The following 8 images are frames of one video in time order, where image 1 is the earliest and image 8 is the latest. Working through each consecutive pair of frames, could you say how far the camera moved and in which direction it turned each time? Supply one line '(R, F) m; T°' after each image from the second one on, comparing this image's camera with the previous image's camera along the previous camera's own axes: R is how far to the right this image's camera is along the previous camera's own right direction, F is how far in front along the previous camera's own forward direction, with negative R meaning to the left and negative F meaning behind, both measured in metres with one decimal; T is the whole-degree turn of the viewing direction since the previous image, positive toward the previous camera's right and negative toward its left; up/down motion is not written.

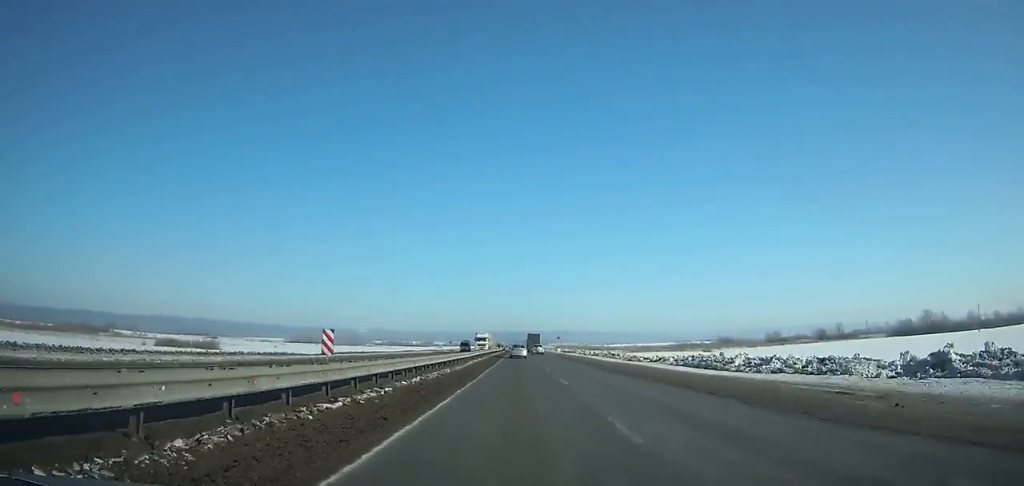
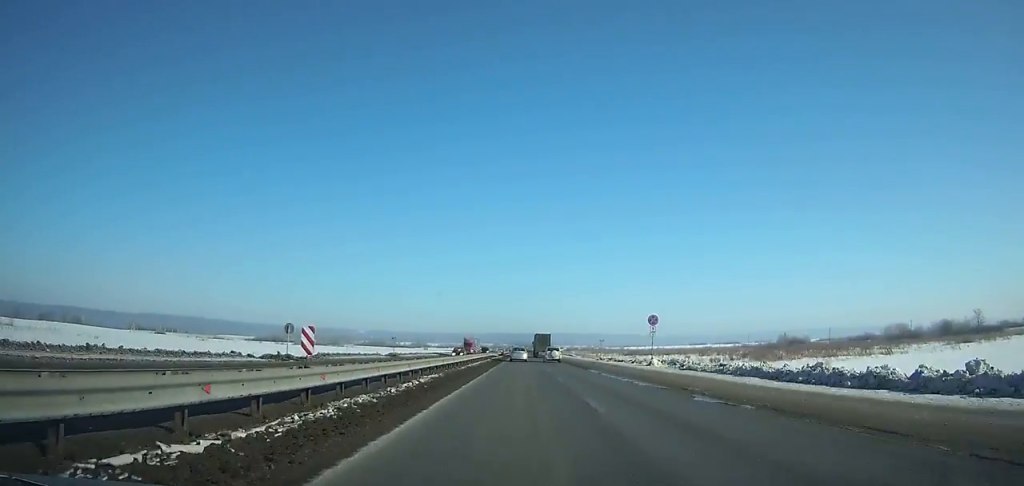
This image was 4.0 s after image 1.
(-0.1, +116.5) m; 0°
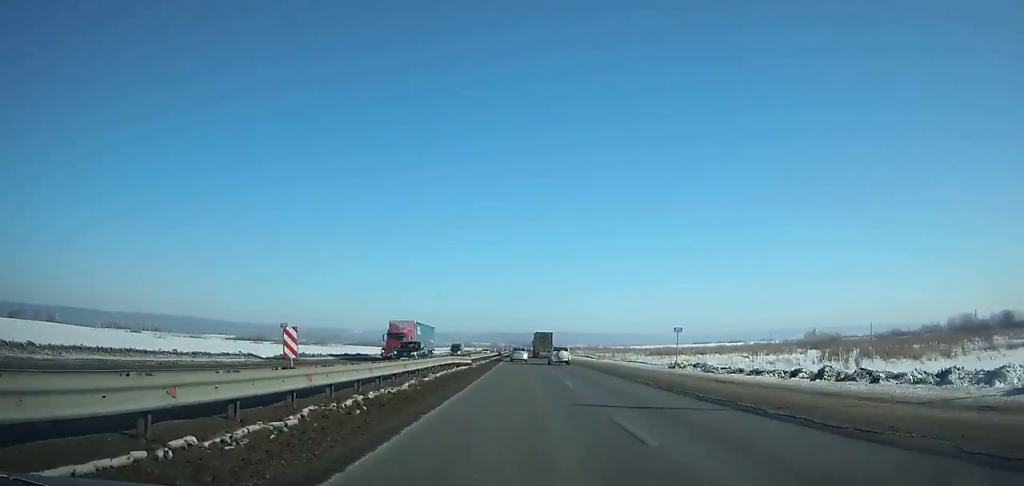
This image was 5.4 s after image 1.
(0.0, +40.8) m; 0°
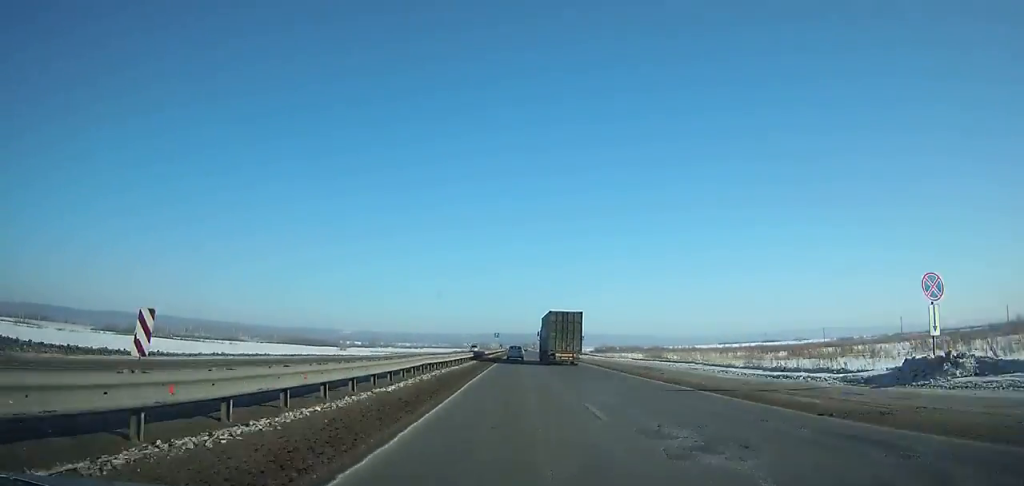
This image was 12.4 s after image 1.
(+0.3, +204.5) m; 0°
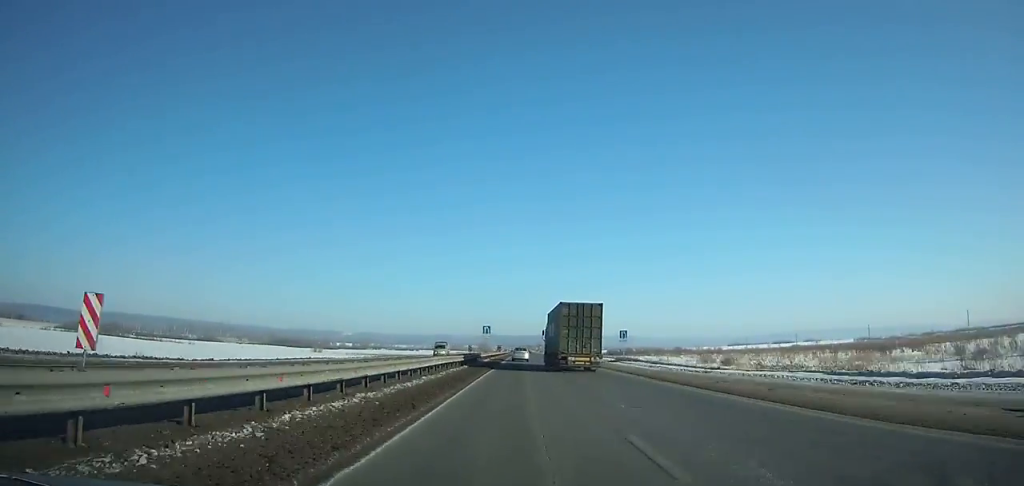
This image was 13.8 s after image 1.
(0.0, +41.1) m; 0°
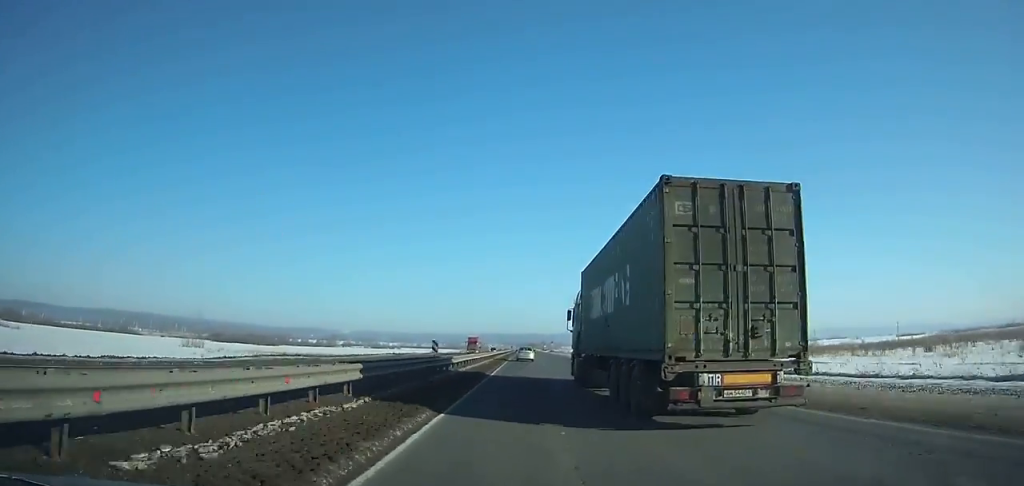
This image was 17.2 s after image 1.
(-0.1, +100.4) m; 0°
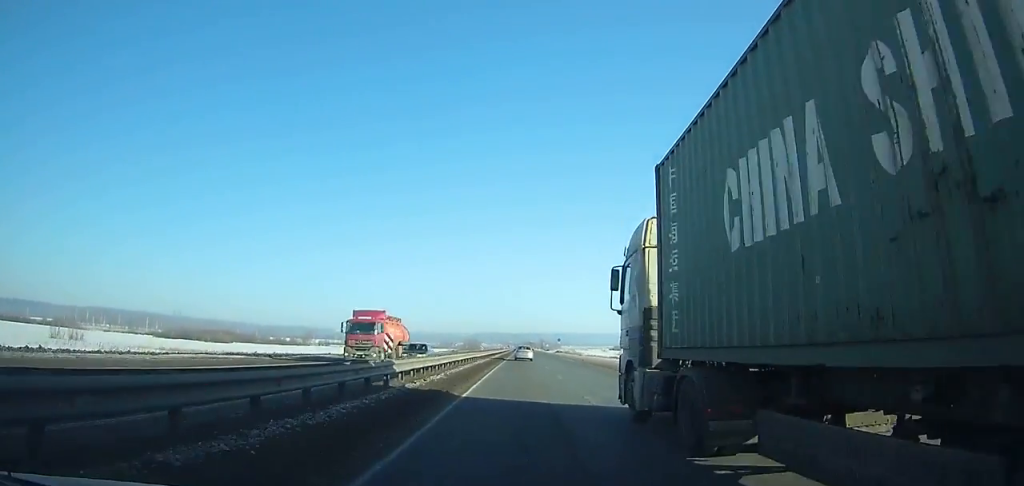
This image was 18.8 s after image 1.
(+0.1, +47.1) m; 0°
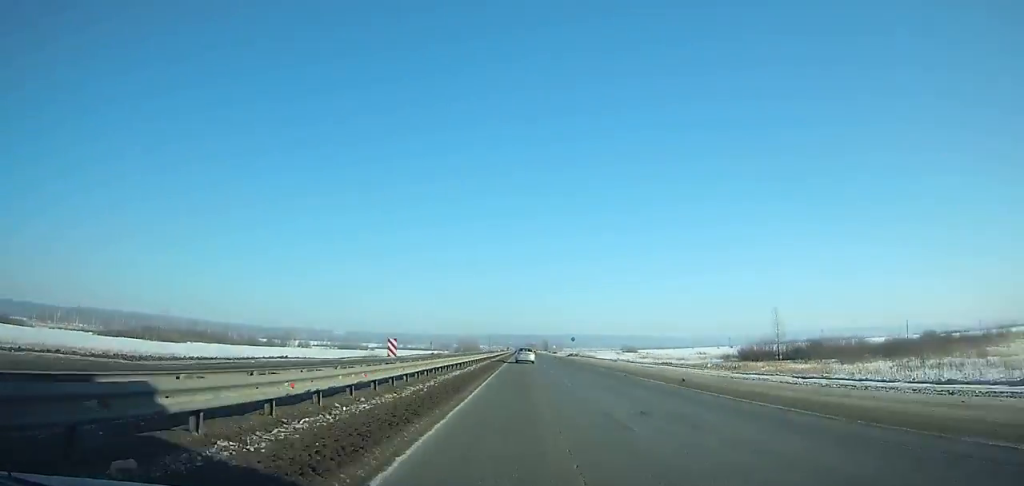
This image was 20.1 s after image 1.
(0.0, +38.1) m; 0°
